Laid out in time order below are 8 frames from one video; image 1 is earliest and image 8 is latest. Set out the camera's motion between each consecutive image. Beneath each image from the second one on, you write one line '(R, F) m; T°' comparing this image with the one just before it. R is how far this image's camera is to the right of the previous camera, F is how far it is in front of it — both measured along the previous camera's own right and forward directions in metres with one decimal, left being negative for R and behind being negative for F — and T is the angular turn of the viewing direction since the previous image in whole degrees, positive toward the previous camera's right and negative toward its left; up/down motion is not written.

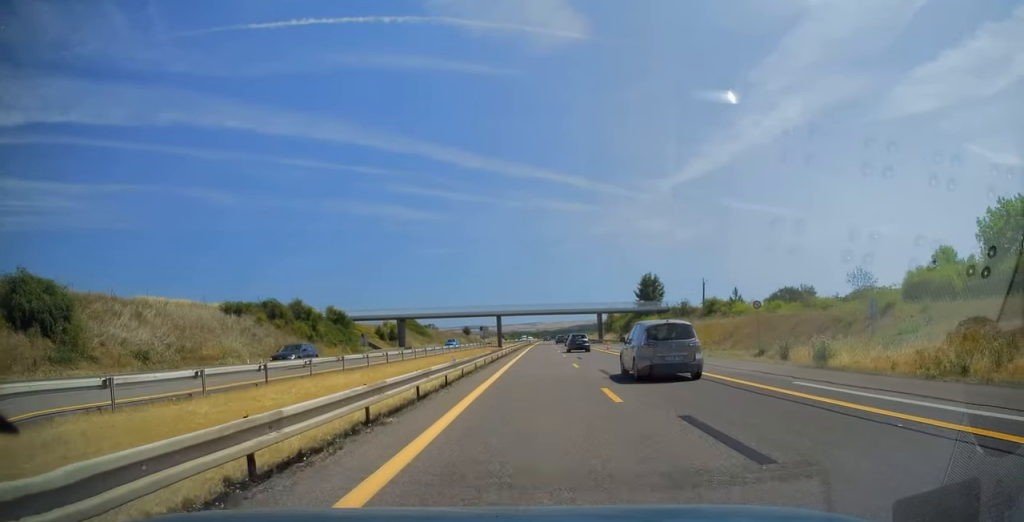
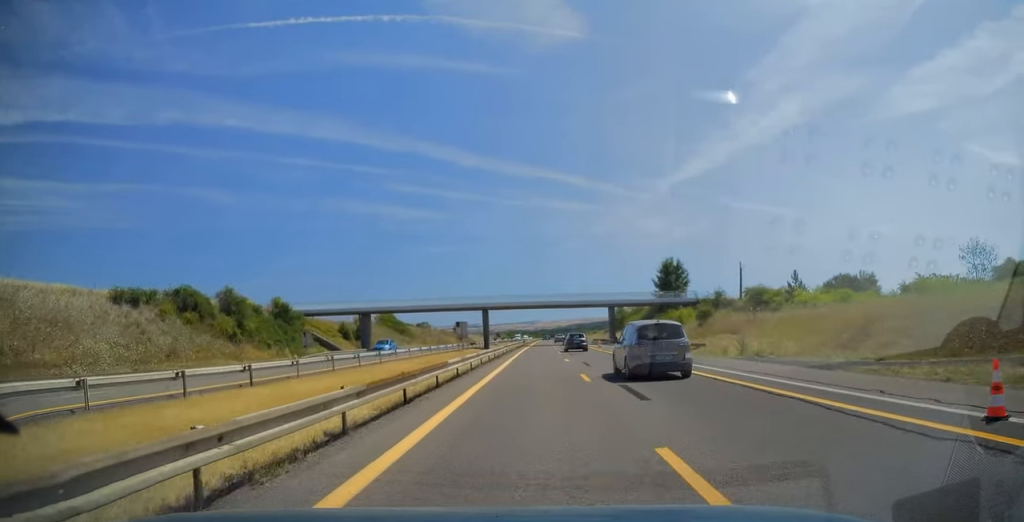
(0.0, +20.6) m; 0°
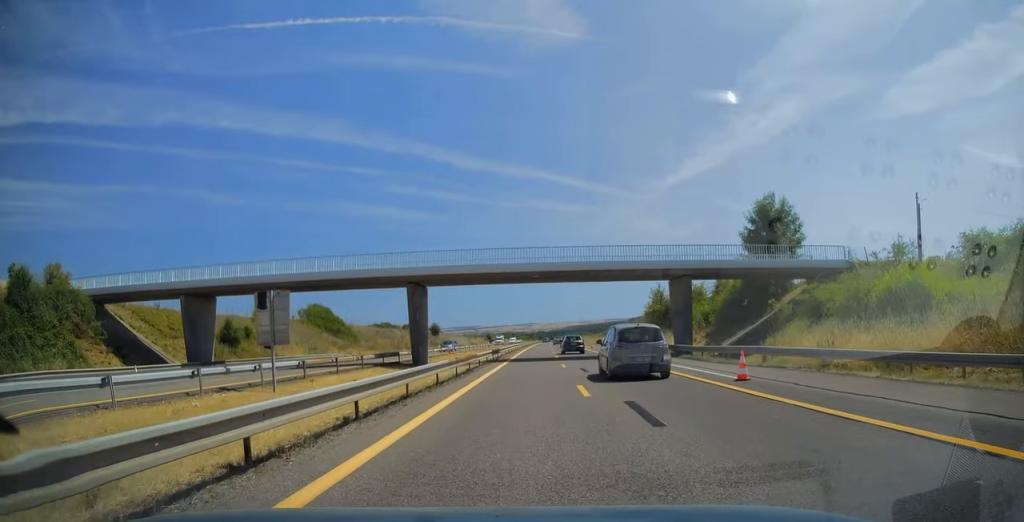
(-0.1, +42.3) m; 0°
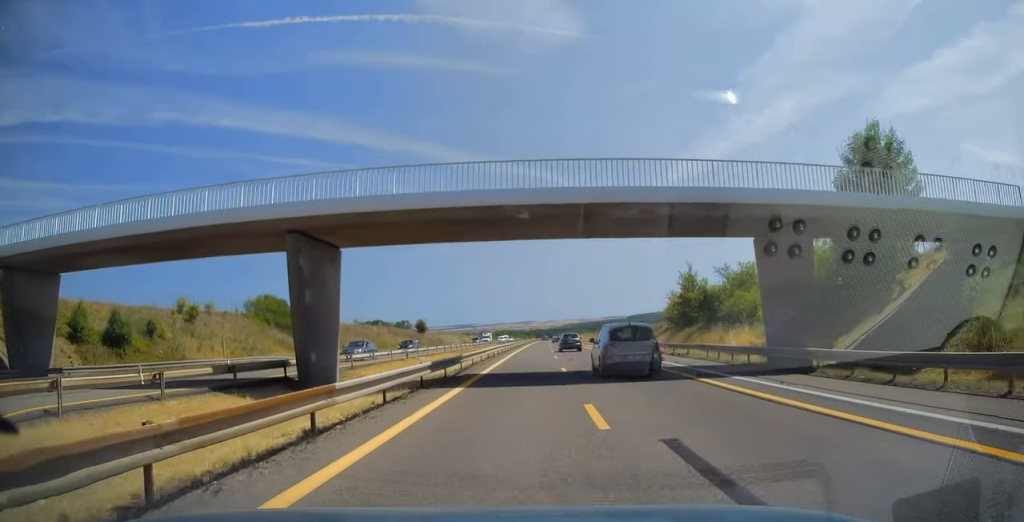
(0.0, +17.7) m; 0°
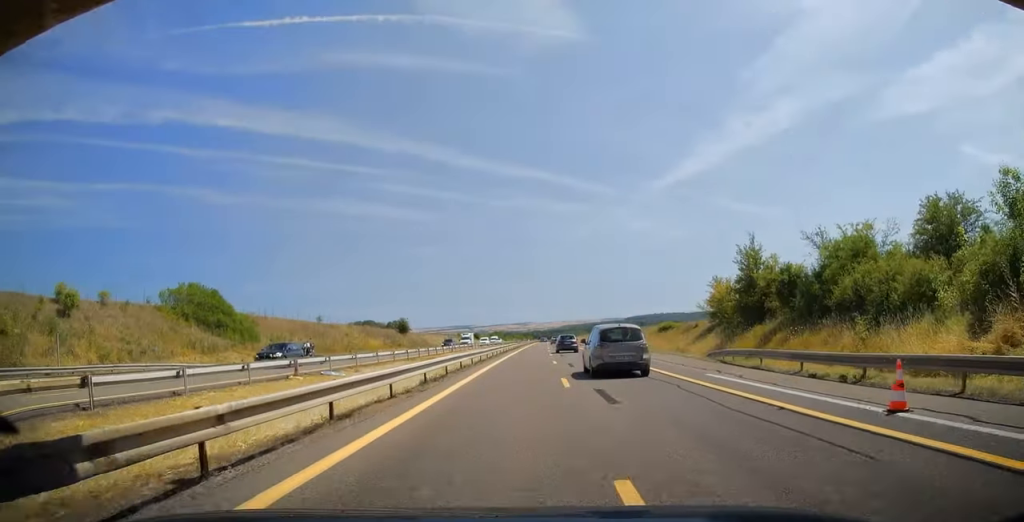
(-0.1, +18.8) m; +1°
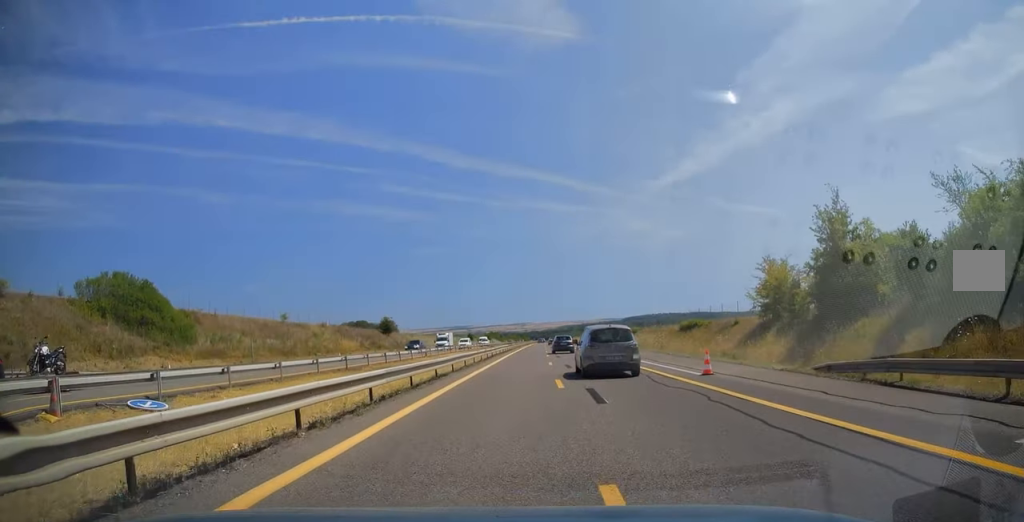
(+0.2, +13.1) m; +1°
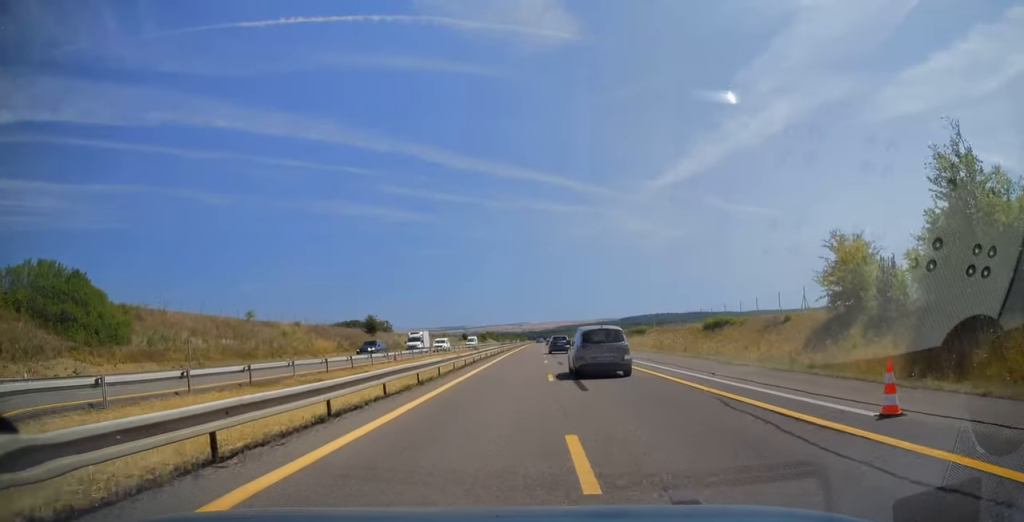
(+0.1, +10.2) m; 0°
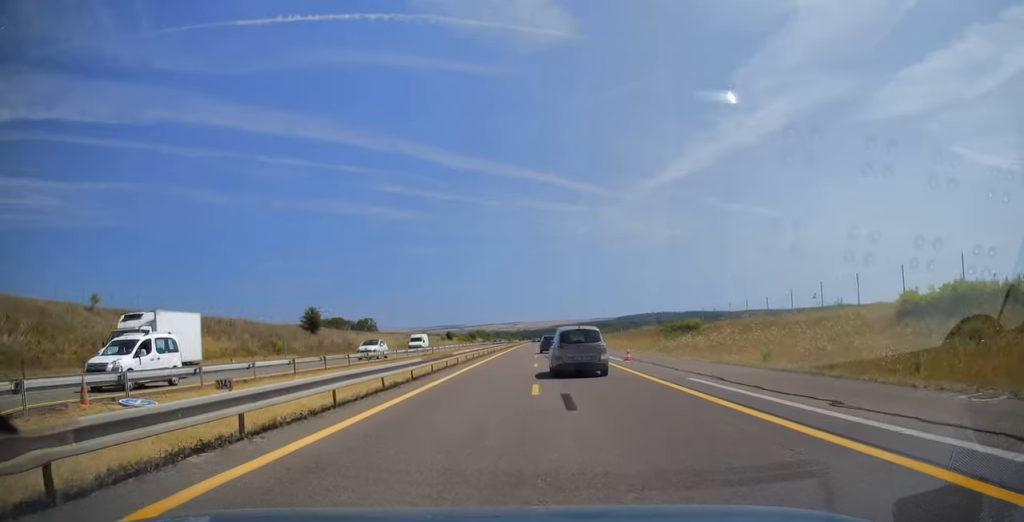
(0.0, +30.1) m; 0°
